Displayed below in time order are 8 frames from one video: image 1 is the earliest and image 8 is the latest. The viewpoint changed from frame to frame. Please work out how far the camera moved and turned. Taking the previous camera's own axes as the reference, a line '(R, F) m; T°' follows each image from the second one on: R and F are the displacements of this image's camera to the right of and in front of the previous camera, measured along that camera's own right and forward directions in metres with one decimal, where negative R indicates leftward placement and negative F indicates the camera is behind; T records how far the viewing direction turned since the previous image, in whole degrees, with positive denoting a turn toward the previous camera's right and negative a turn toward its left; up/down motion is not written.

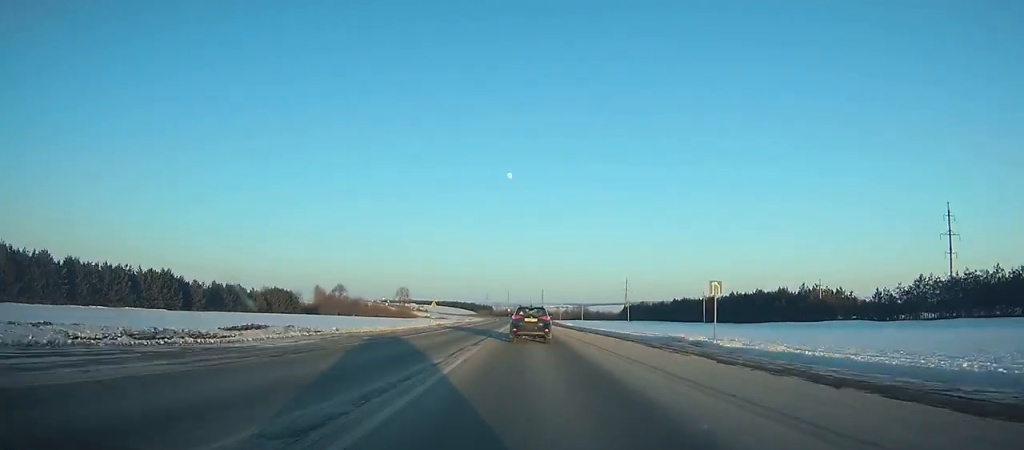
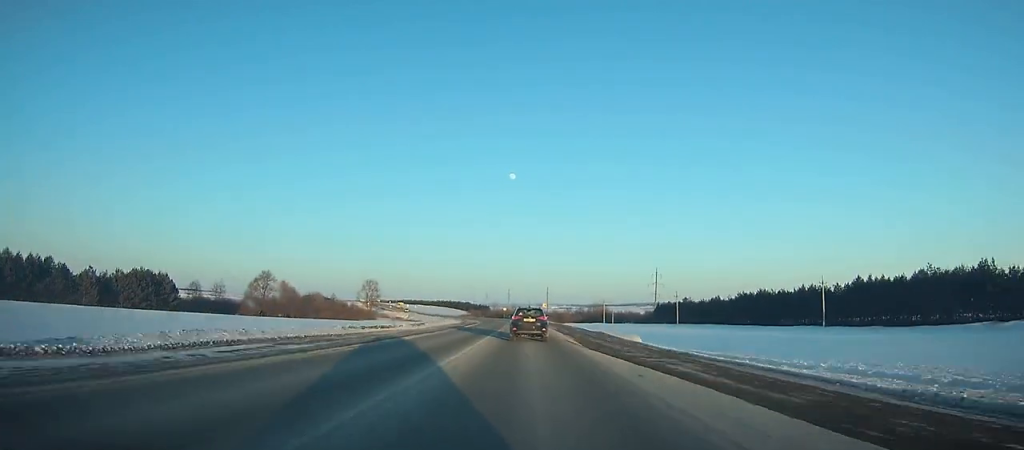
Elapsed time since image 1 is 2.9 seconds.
(+0.1, +67.0) m; 0°
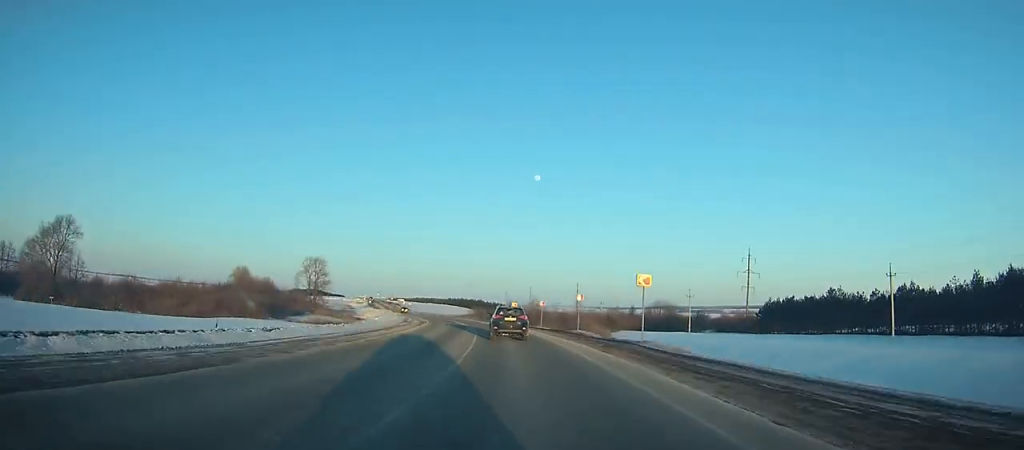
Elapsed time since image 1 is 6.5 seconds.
(-0.7, +84.2) m; -3°
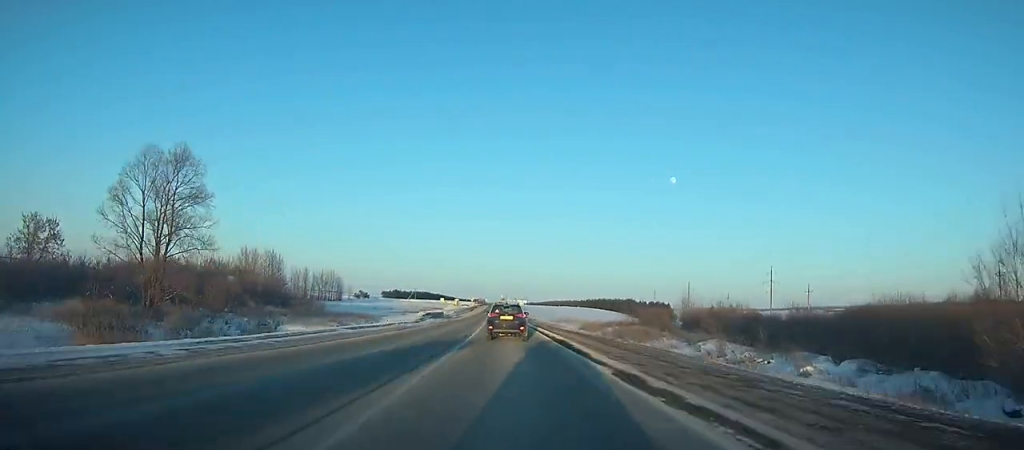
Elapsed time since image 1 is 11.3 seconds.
(-10.6, +111.9) m; -11°
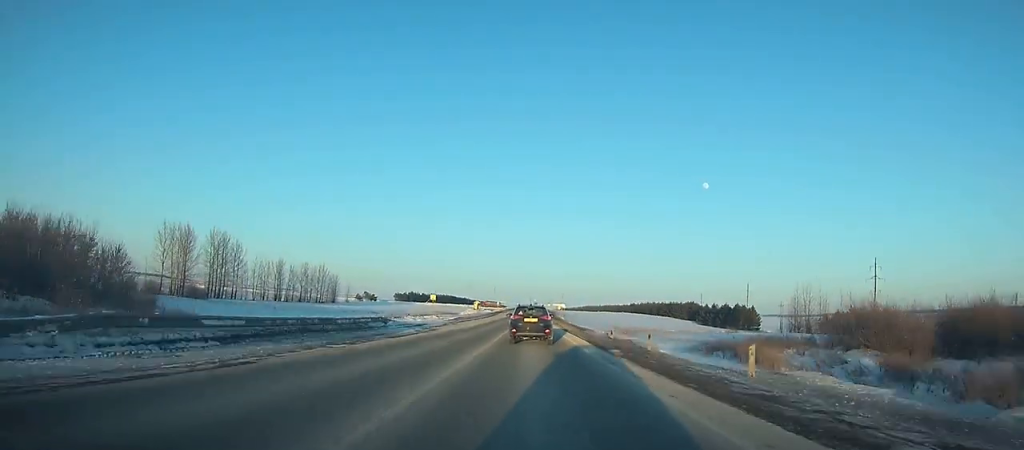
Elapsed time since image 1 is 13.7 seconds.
(-2.6, +56.1) m; -3°
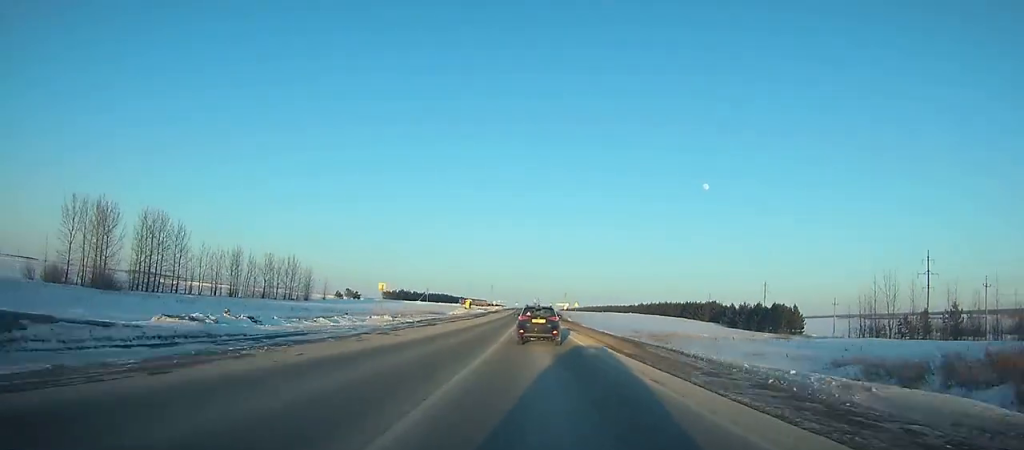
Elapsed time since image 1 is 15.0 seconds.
(-0.6, +30.2) m; 0°
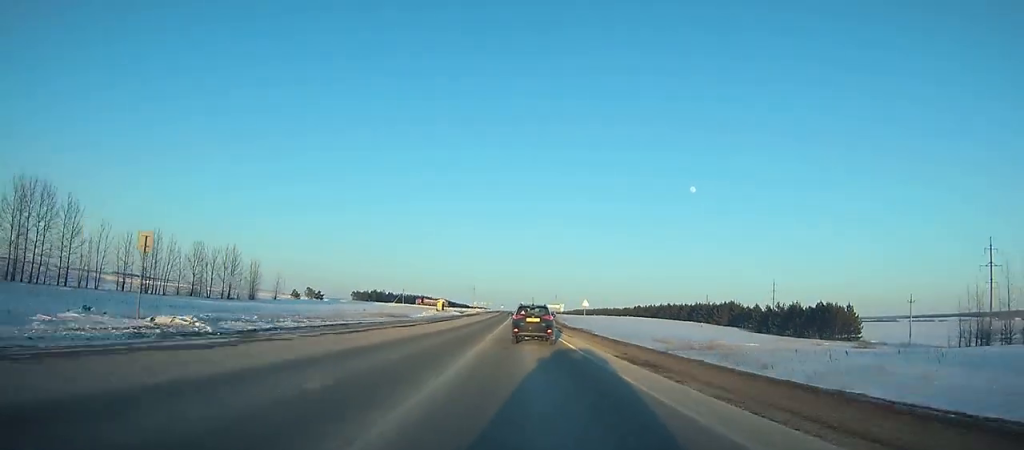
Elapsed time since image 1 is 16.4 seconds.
(-0.3, +32.4) m; 0°
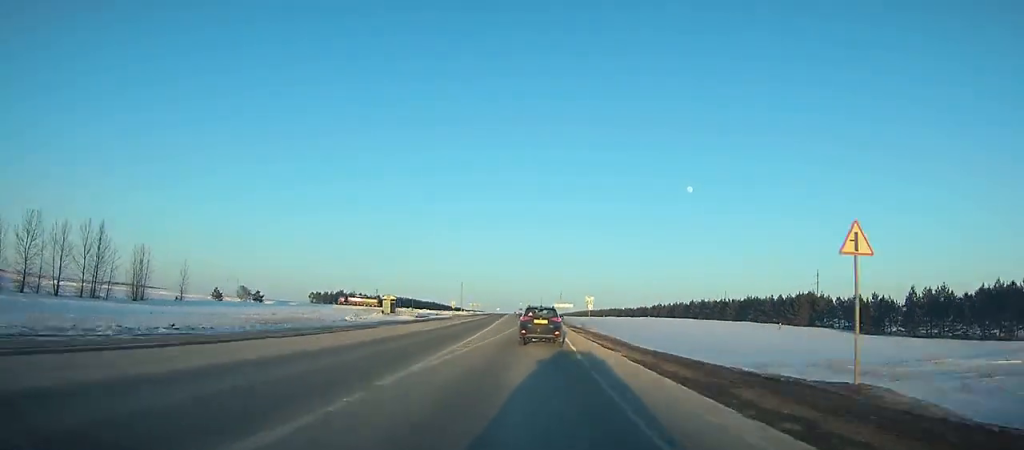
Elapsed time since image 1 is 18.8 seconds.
(+0.4, +55.0) m; +1°
